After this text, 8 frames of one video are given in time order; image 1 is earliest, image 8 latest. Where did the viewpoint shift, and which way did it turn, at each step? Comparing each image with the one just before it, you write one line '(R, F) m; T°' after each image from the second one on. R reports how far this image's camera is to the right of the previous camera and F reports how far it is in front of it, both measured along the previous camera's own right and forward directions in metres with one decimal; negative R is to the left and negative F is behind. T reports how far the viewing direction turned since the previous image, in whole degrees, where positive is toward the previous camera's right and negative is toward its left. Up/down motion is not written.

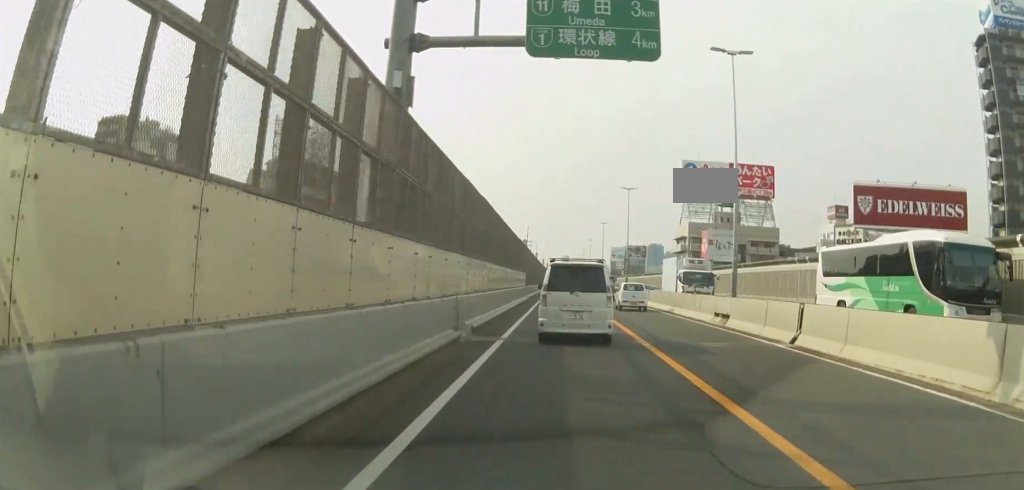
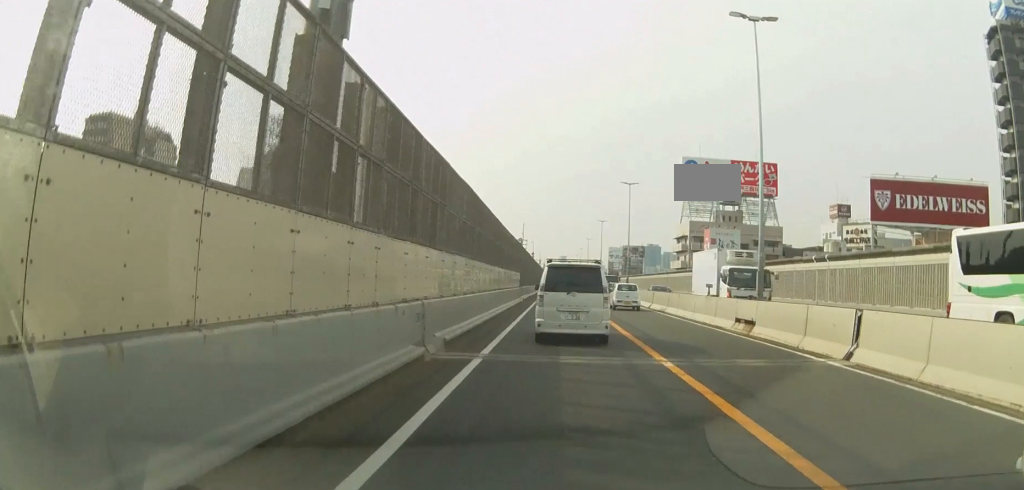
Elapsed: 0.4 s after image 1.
(0.0, +3.9) m; -2°
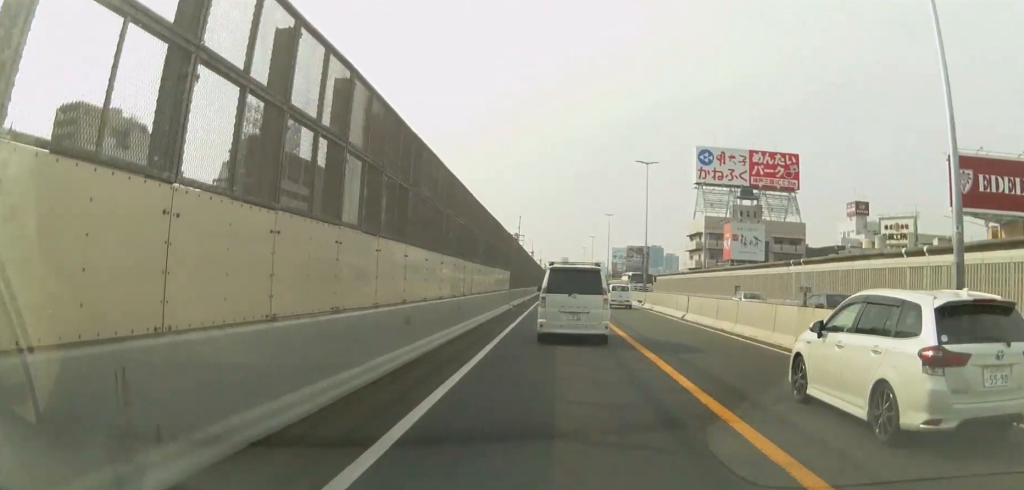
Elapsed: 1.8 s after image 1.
(-0.3, +12.0) m; 0°
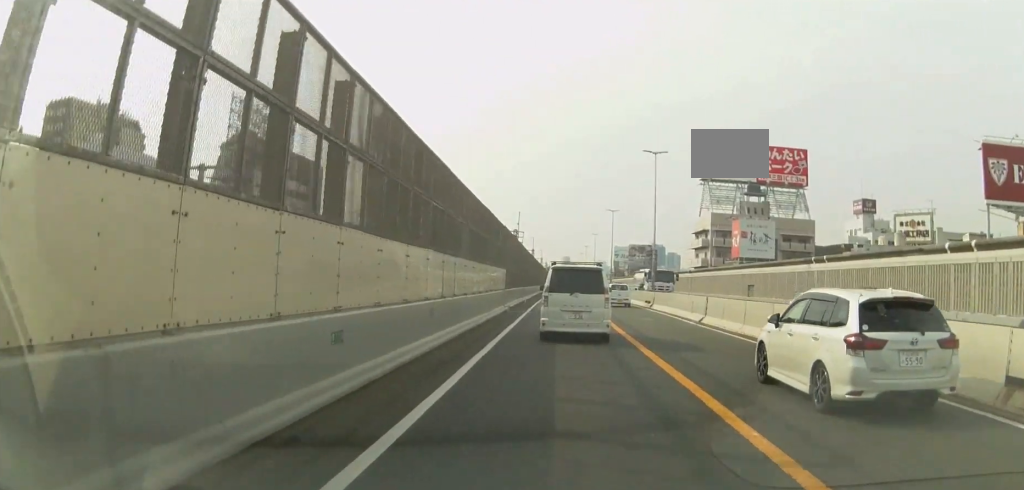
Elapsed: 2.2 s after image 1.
(+0.1, +3.9) m; +1°
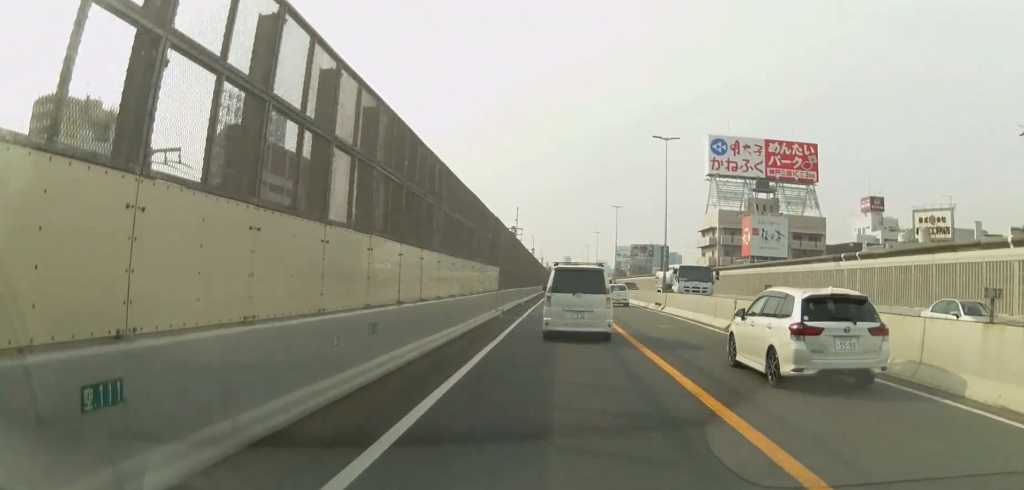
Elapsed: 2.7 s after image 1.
(0.0, +4.5) m; +1°
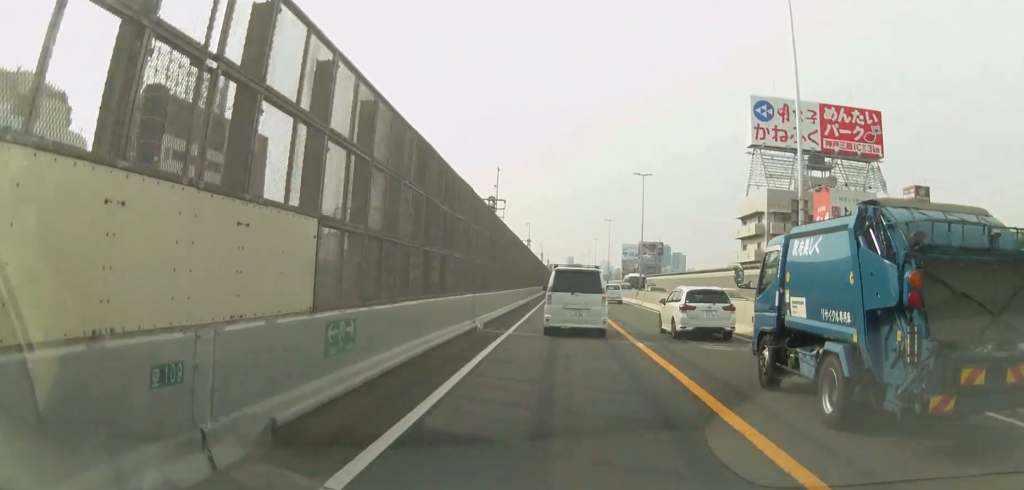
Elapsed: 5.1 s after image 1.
(-0.1, +22.4) m; 0°
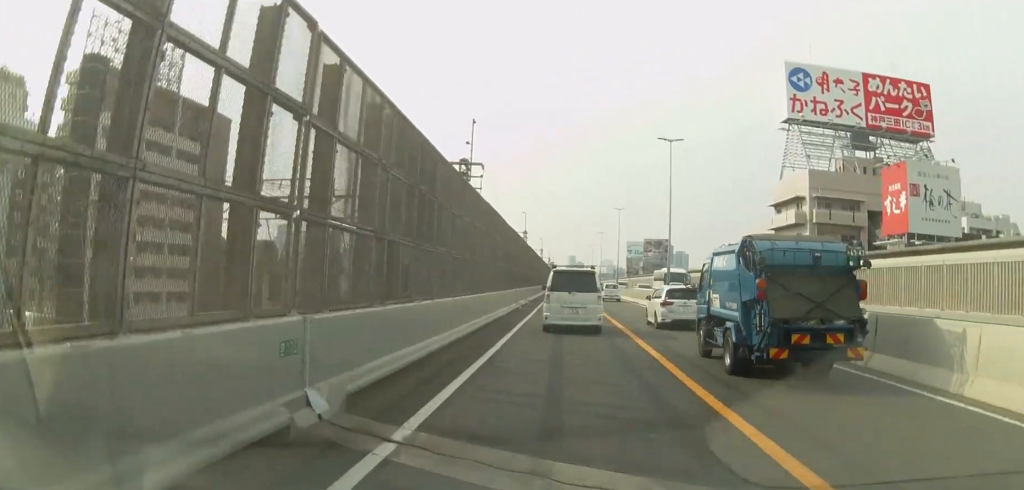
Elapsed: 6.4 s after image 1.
(0.0, +12.8) m; 0°
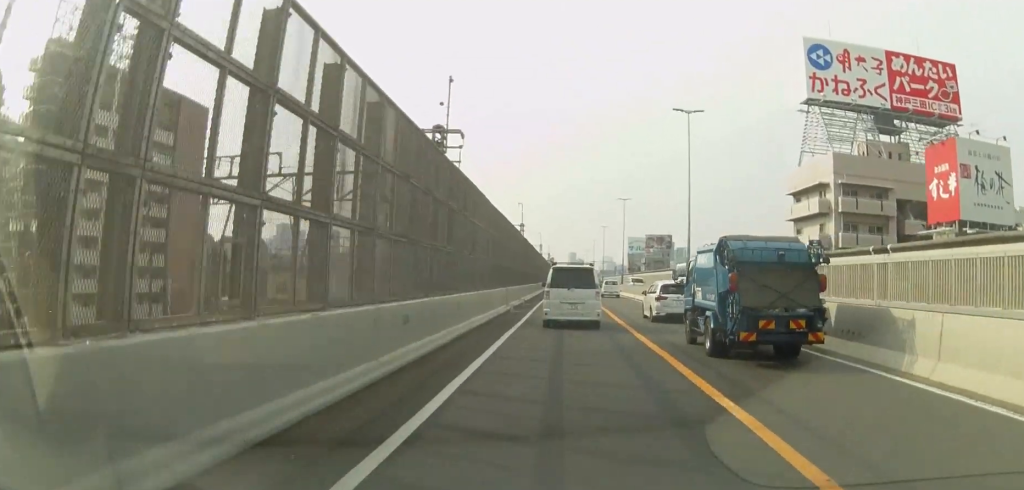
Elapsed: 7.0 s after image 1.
(0.0, +6.2) m; +1°
